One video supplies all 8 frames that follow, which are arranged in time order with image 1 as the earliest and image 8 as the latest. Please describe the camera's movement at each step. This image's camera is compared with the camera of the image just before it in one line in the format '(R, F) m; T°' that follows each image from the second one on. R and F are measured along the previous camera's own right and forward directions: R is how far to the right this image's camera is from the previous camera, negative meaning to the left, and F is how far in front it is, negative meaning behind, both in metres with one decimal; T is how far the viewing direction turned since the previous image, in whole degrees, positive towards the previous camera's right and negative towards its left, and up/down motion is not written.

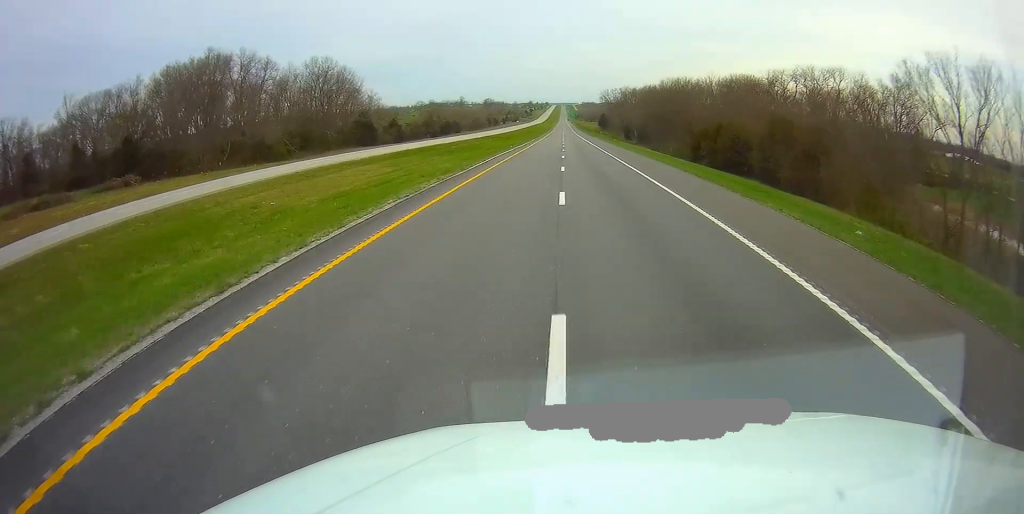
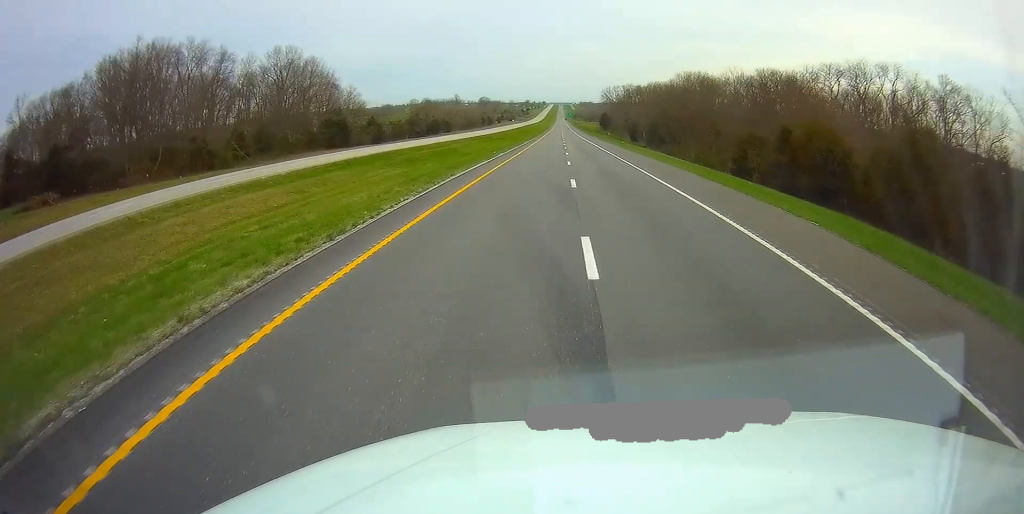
(+0.1, +19.8) m; 0°
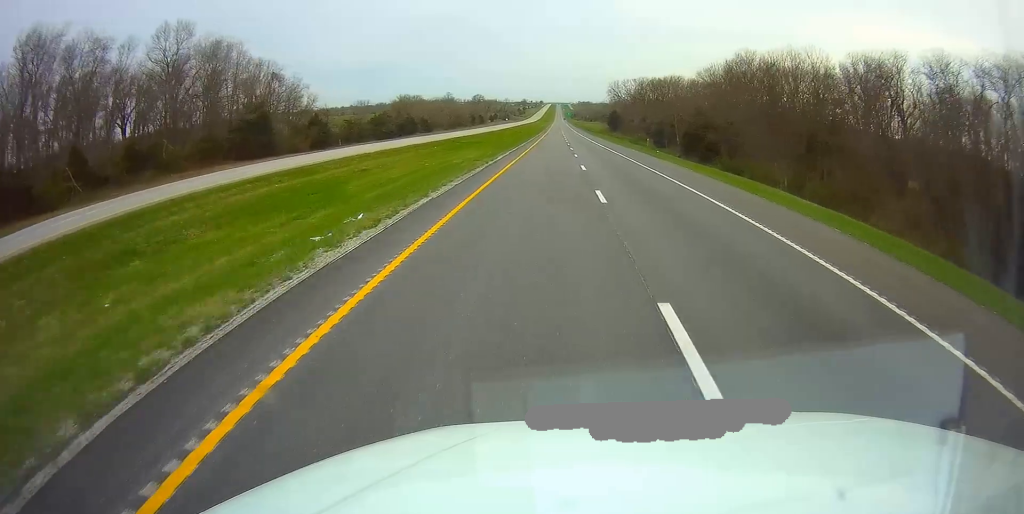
(+0.1, +40.5) m; 0°
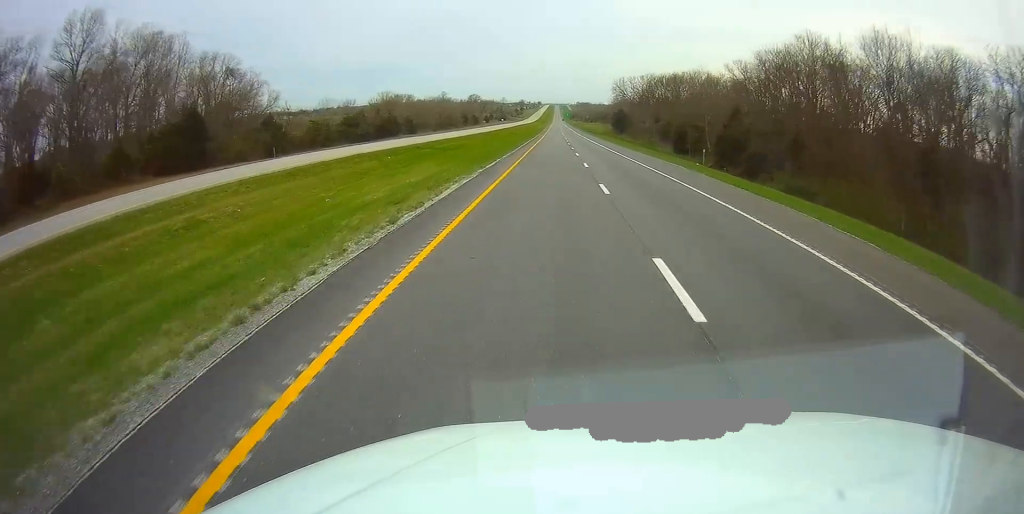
(+0.1, +21.8) m; 0°
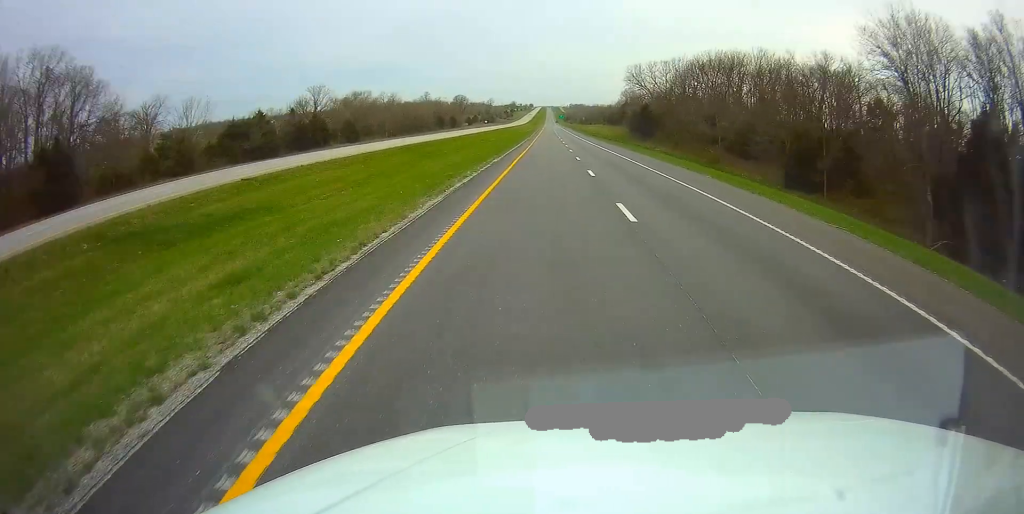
(0.0, +53.9) m; 0°
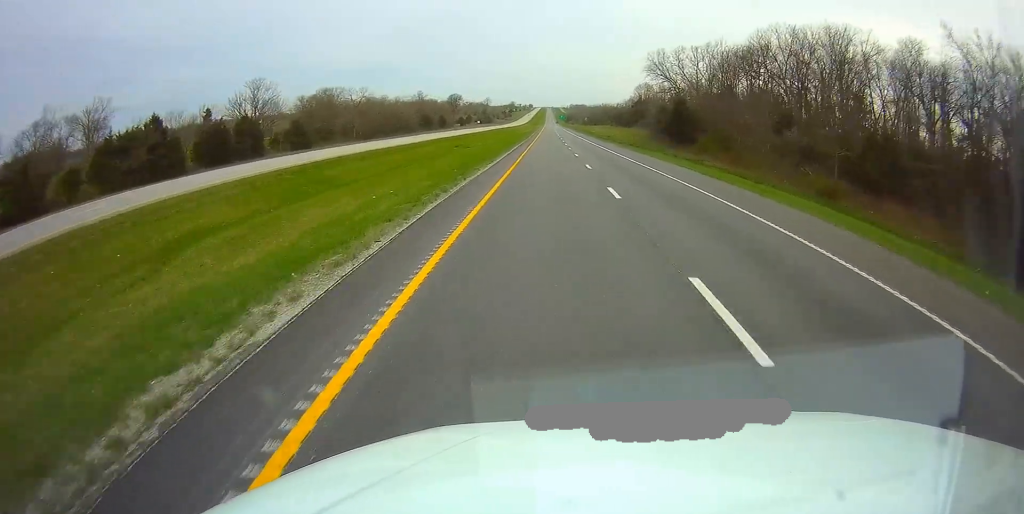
(+0.2, +32.1) m; 0°
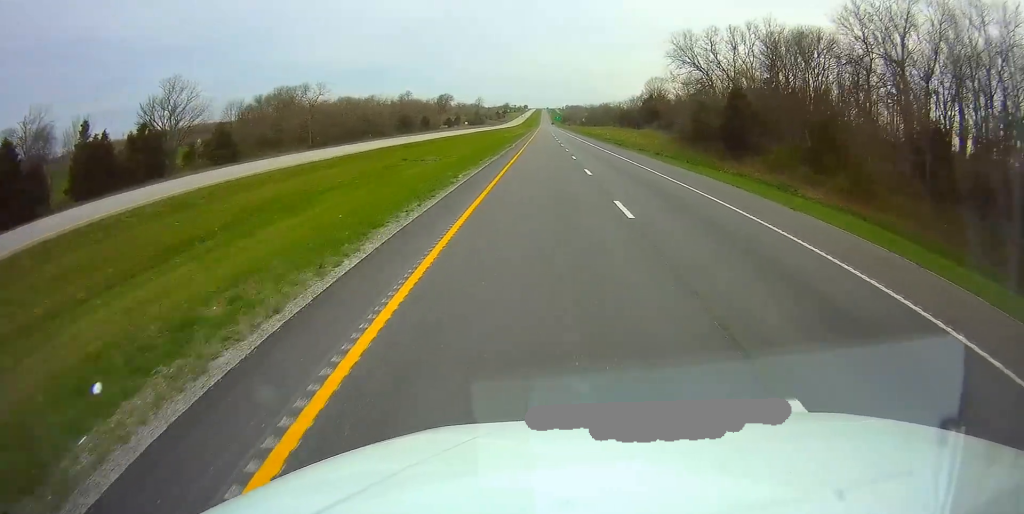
(0.0, +28.1) m; 0°
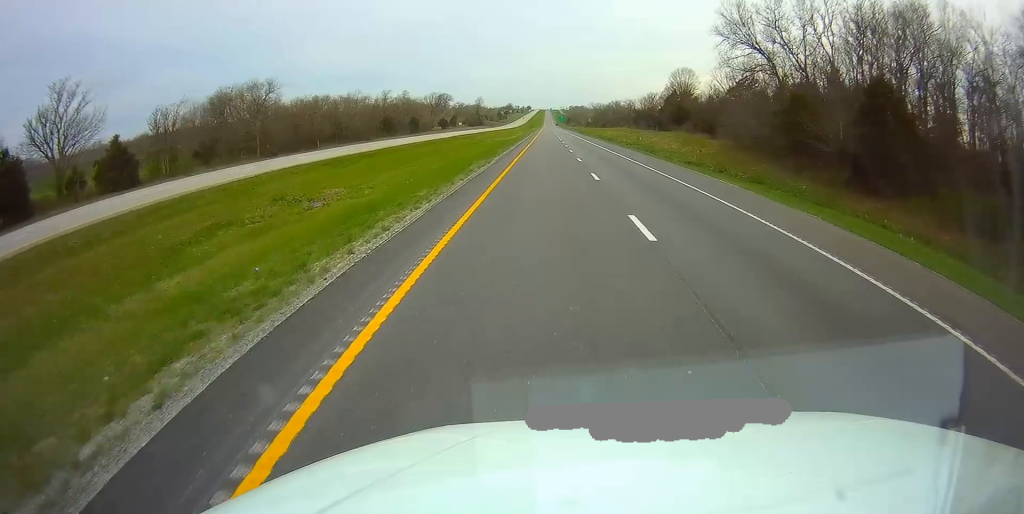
(0.0, +27.0) m; 0°
